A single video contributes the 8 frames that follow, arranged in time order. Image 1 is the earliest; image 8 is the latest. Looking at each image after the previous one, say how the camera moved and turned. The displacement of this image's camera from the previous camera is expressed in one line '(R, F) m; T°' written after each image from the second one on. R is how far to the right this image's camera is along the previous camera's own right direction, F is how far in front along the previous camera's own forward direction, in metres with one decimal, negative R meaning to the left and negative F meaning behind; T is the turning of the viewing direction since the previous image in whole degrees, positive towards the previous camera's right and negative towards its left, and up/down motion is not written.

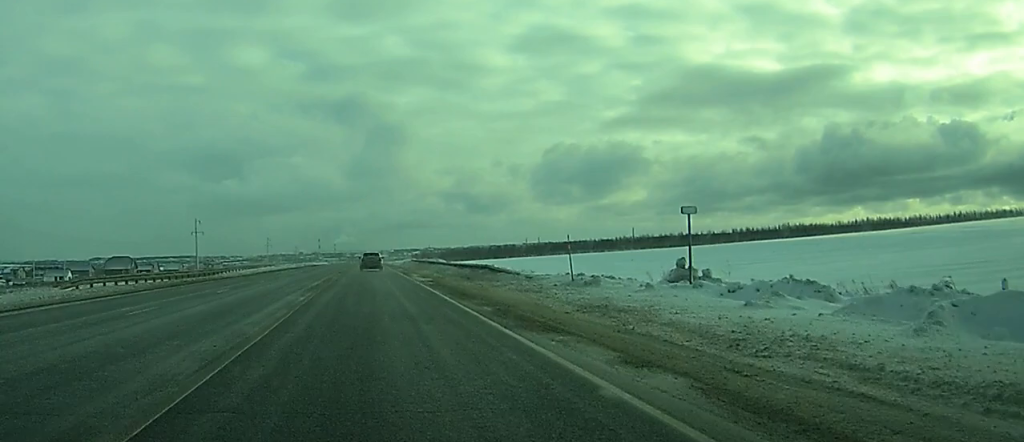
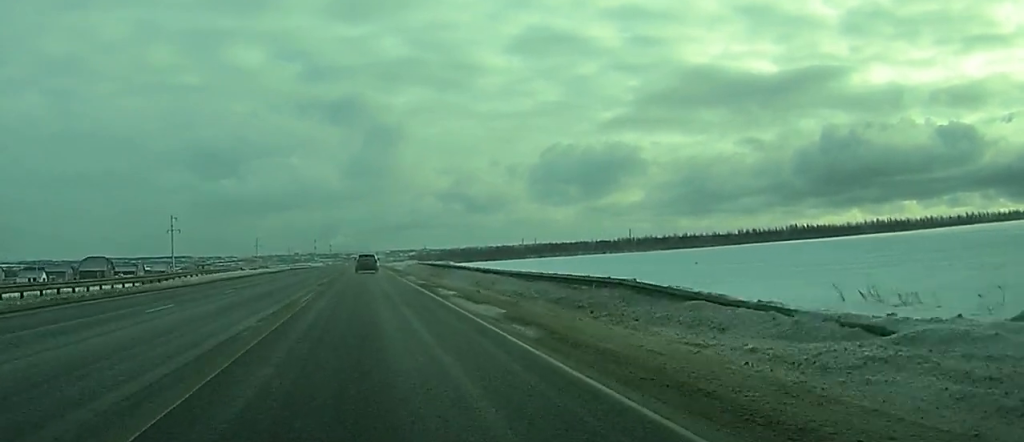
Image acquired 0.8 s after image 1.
(+0.1, +22.1) m; 0°
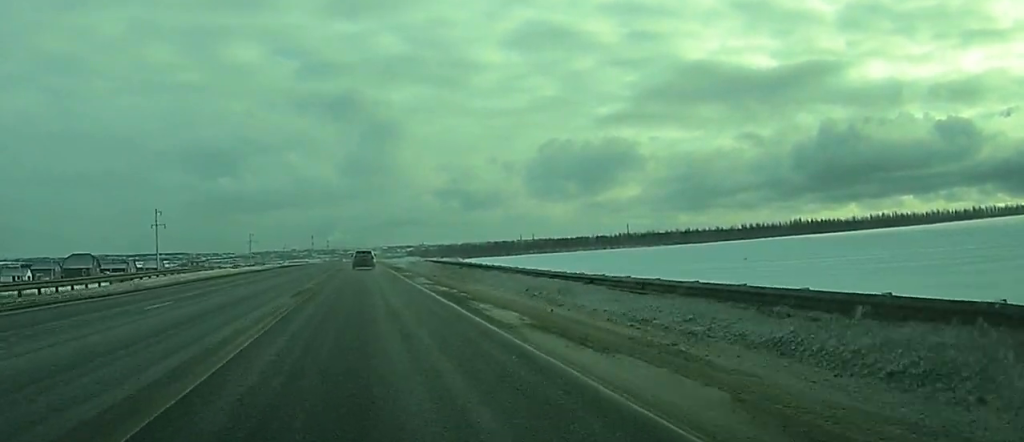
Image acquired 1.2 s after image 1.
(0.0, +12.0) m; 0°
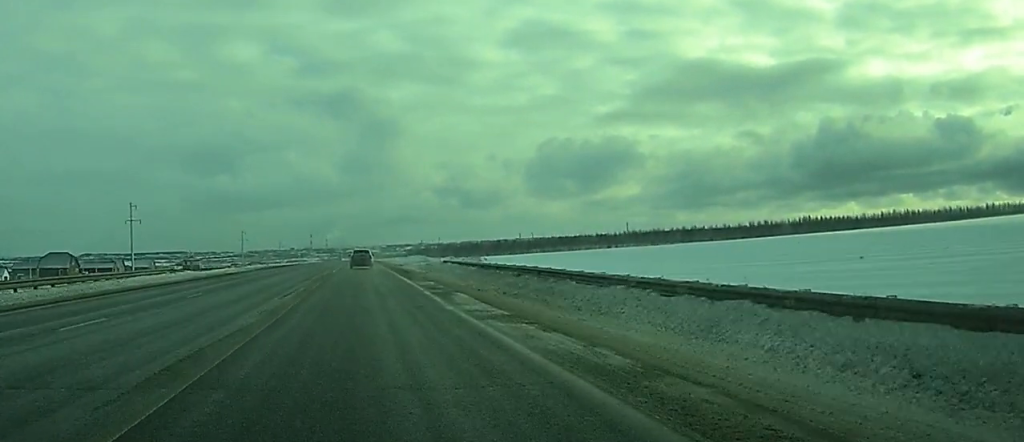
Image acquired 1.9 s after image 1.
(0.0, +18.4) m; 0°
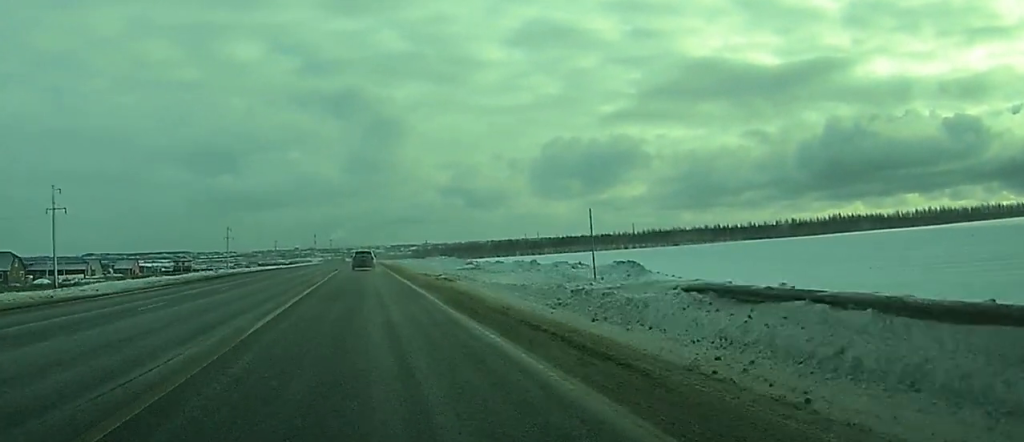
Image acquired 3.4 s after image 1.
(0.0, +42.2) m; 0°
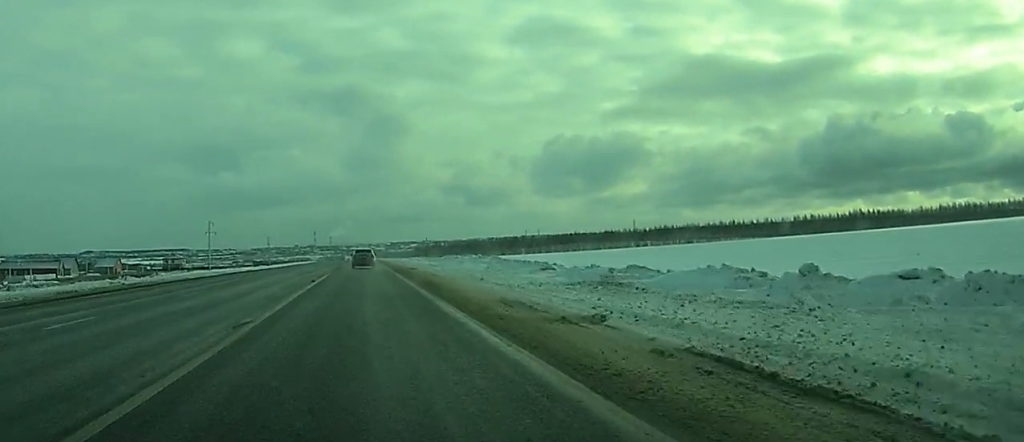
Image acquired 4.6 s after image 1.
(0.0, +31.1) m; 0°
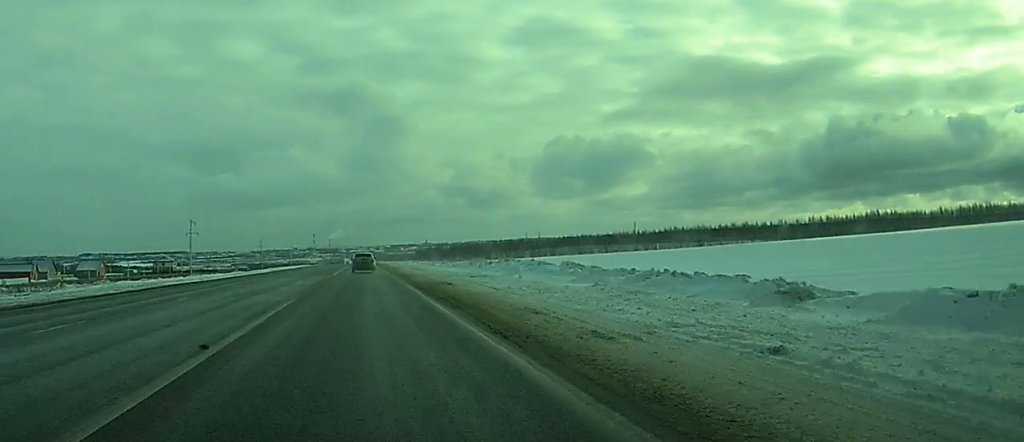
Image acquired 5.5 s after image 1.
(0.0, +24.6) m; 0°
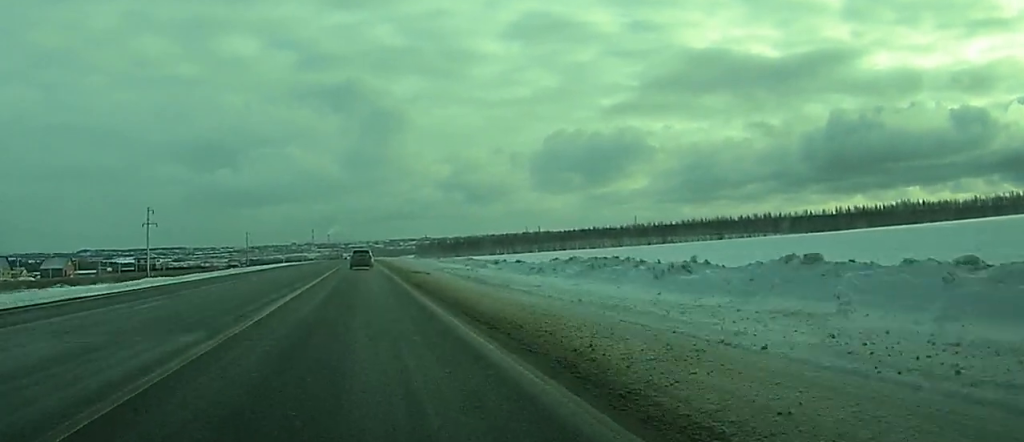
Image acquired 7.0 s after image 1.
(+0.2, +40.7) m; +1°
